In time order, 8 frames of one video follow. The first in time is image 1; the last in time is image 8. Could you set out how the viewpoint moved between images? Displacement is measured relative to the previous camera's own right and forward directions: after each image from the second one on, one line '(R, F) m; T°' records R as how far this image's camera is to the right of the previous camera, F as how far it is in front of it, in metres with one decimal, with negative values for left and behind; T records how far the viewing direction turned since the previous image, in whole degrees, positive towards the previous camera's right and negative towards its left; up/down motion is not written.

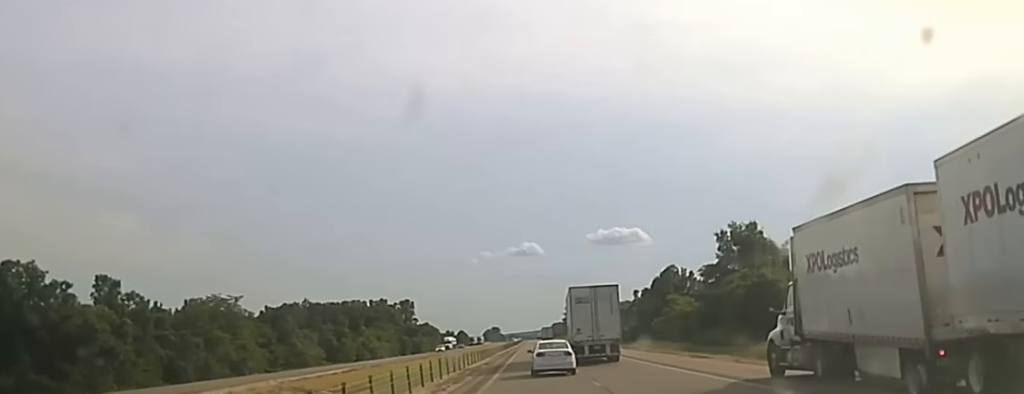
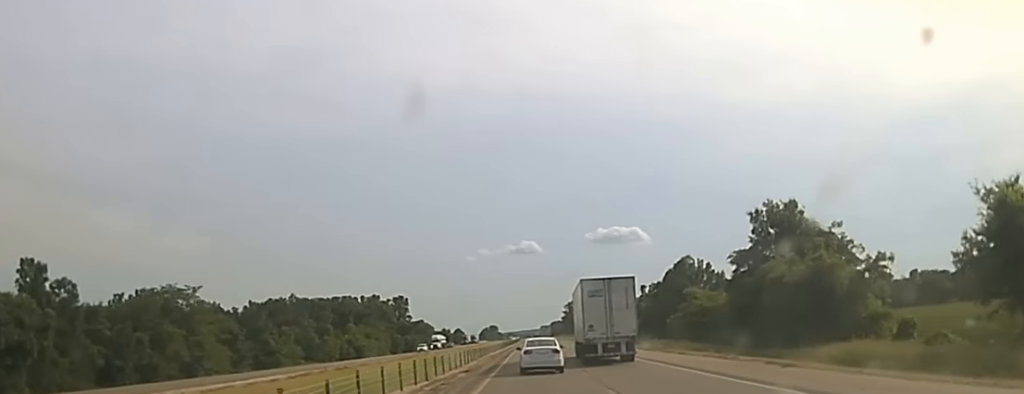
(+0.1, +20.6) m; 0°
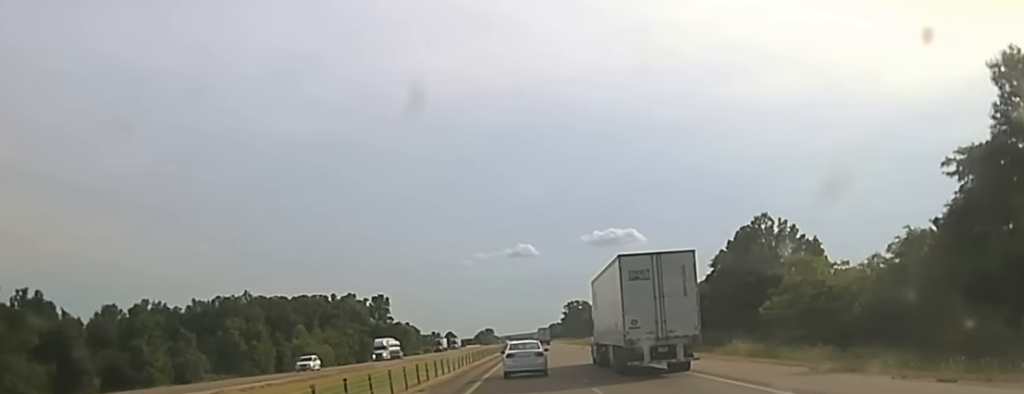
(-0.4, +56.7) m; 0°
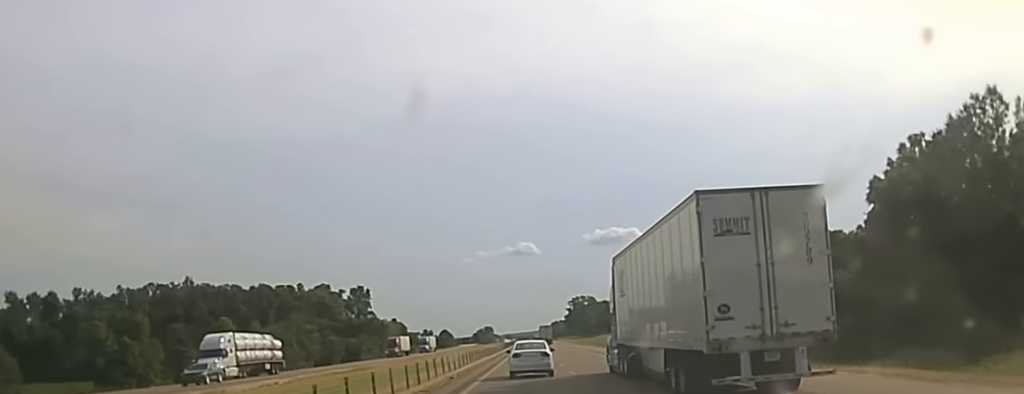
(0.0, +53.2) m; 0°
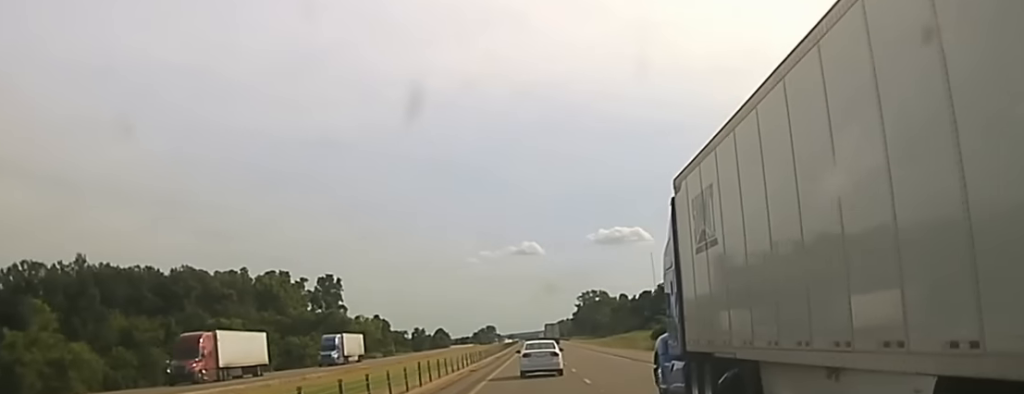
(-0.1, +63.6) m; 0°
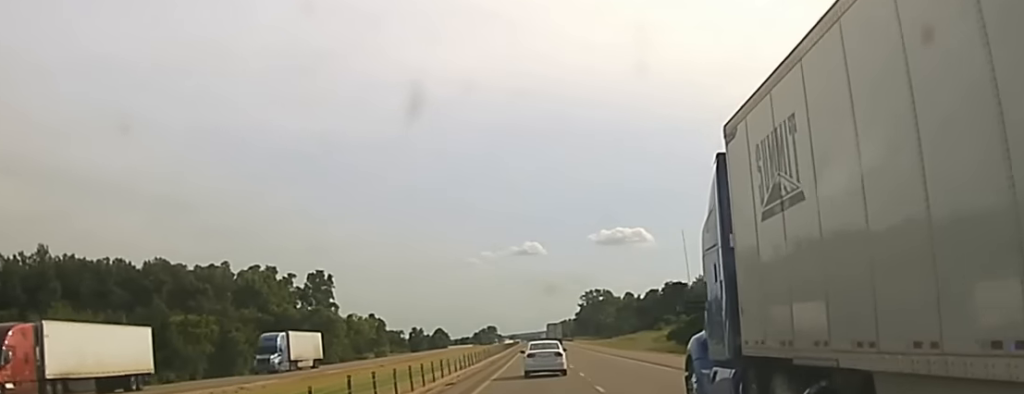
(0.0, +16.5) m; 0°
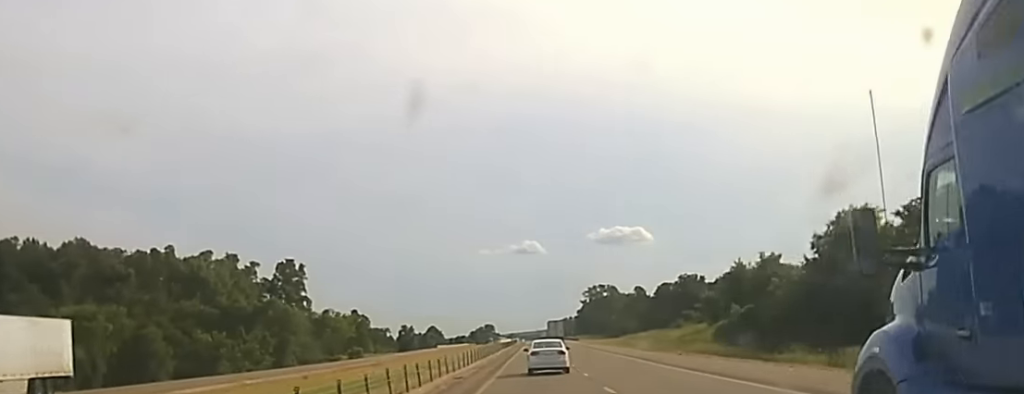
(0.0, +39.3) m; 0°
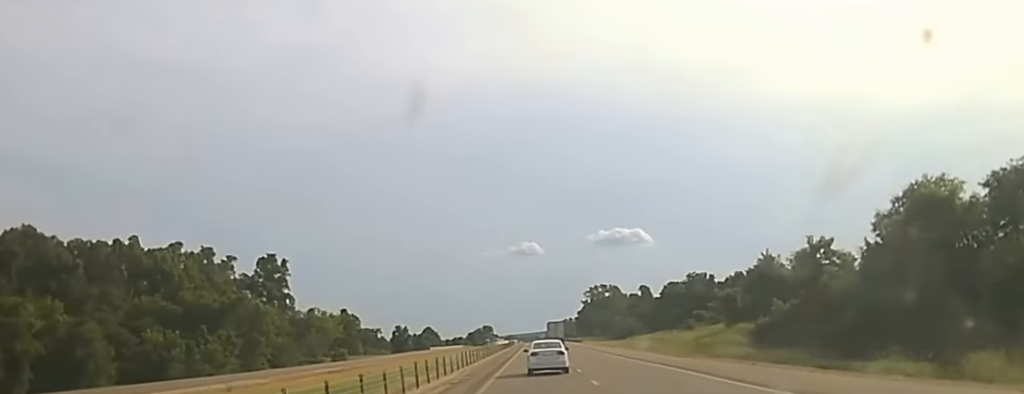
(0.0, +19.5) m; 0°
